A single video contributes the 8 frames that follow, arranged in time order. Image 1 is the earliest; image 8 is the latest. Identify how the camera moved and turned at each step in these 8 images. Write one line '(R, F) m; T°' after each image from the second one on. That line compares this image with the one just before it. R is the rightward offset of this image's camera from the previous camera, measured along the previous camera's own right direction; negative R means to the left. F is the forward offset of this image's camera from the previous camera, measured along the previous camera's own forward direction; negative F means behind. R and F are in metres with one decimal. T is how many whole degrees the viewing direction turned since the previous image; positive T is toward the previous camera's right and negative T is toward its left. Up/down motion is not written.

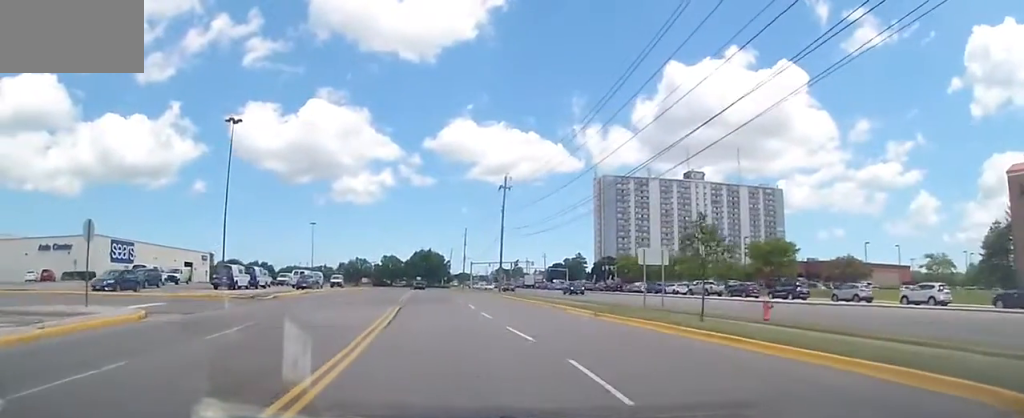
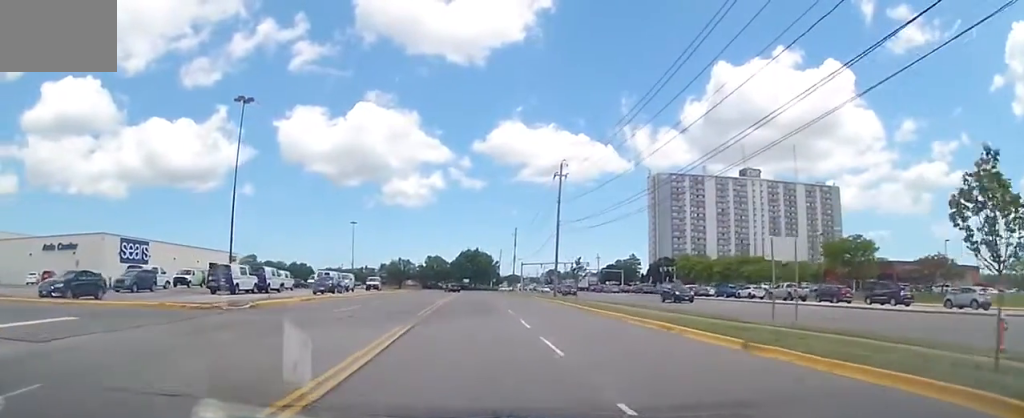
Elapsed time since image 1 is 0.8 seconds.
(-0.3, +8.1) m; -5°
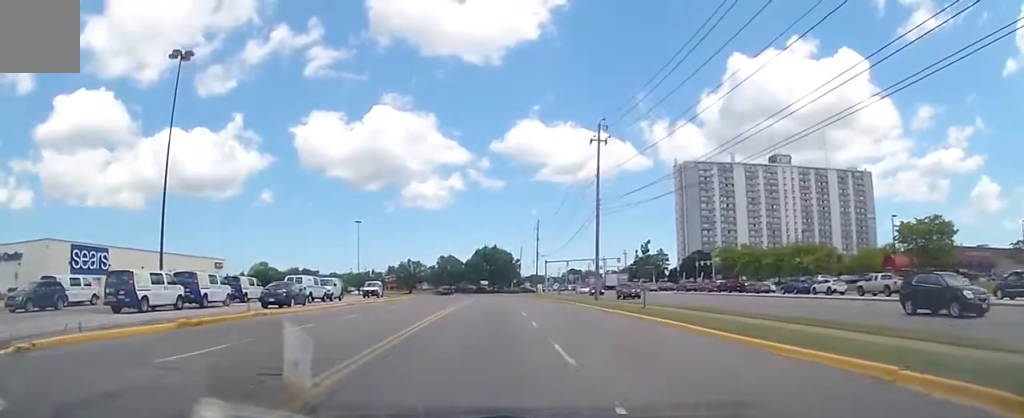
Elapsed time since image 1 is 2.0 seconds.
(-0.5, +12.5) m; -3°
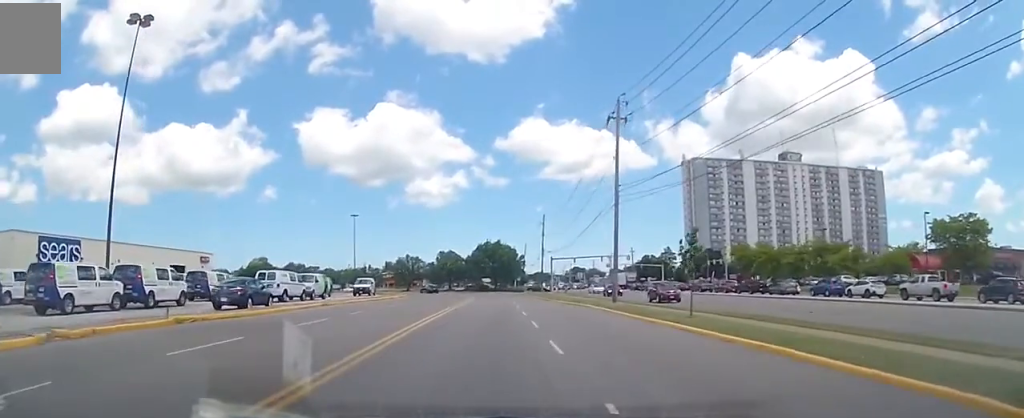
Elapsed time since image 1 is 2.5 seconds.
(0.0, +6.0) m; -1°
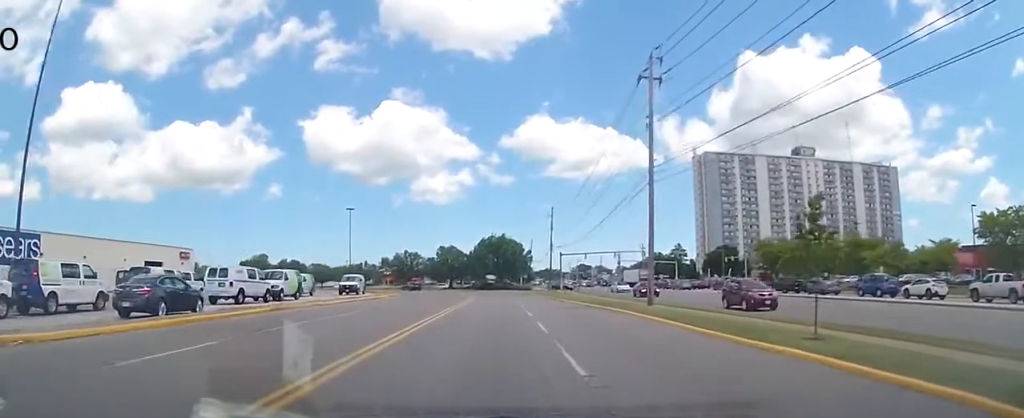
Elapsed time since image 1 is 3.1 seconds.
(-0.1, +7.1) m; -1°
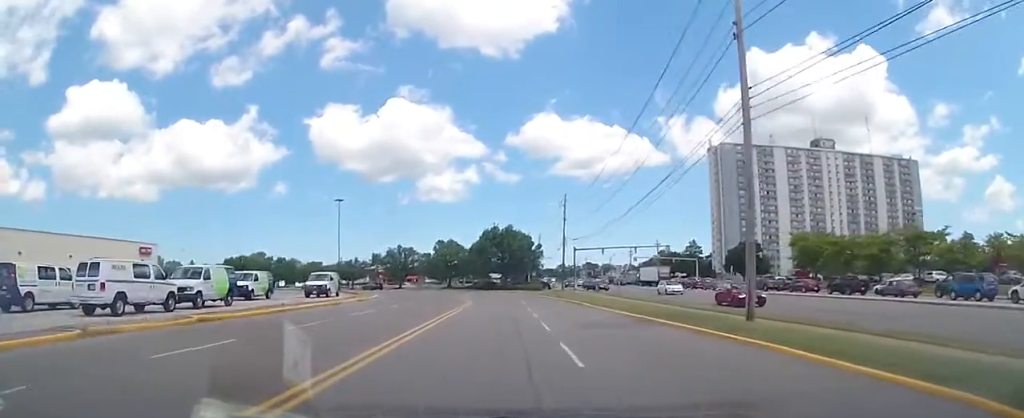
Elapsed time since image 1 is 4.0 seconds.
(-0.3, +11.4) m; -2°
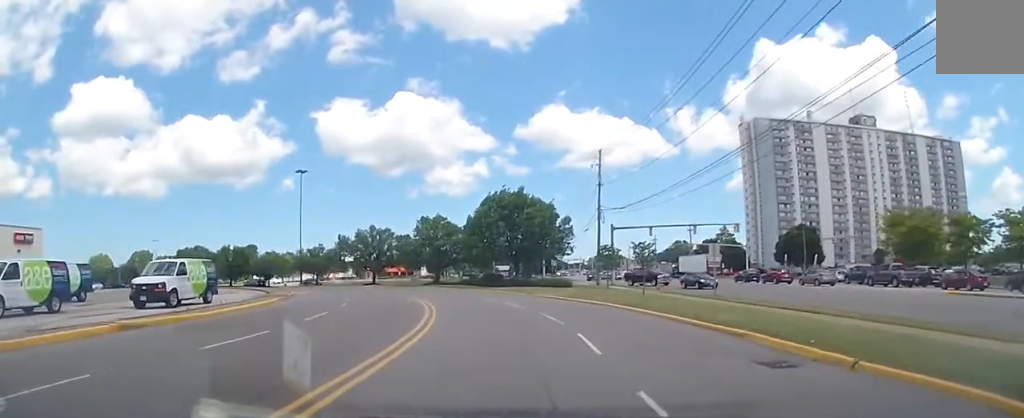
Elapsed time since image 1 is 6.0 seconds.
(0.0, +23.9) m; -1°
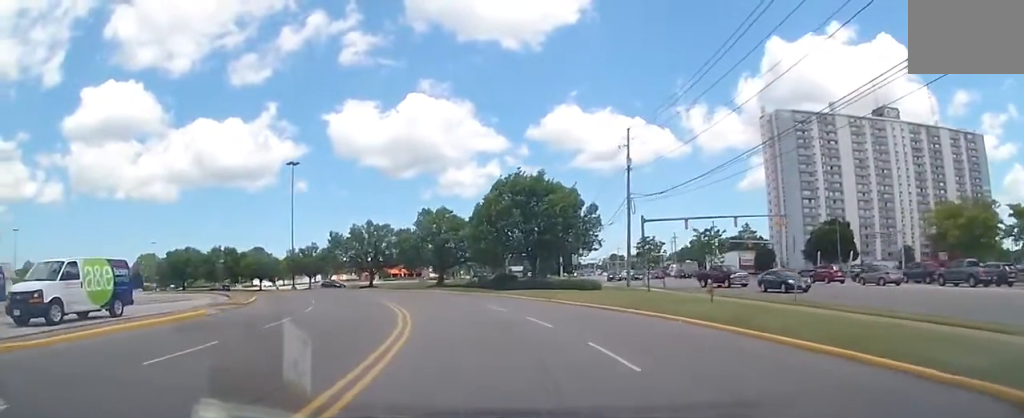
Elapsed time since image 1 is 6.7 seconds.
(+0.1, +8.1) m; -3°
